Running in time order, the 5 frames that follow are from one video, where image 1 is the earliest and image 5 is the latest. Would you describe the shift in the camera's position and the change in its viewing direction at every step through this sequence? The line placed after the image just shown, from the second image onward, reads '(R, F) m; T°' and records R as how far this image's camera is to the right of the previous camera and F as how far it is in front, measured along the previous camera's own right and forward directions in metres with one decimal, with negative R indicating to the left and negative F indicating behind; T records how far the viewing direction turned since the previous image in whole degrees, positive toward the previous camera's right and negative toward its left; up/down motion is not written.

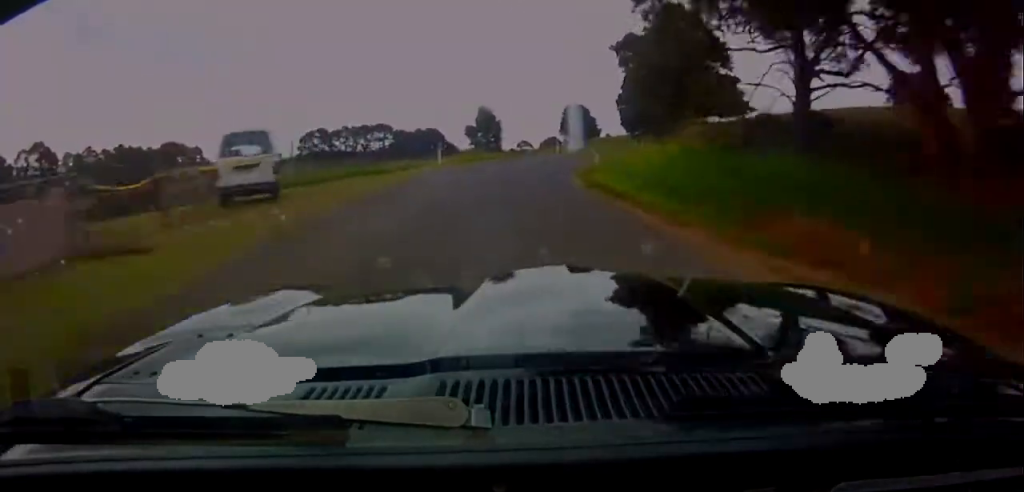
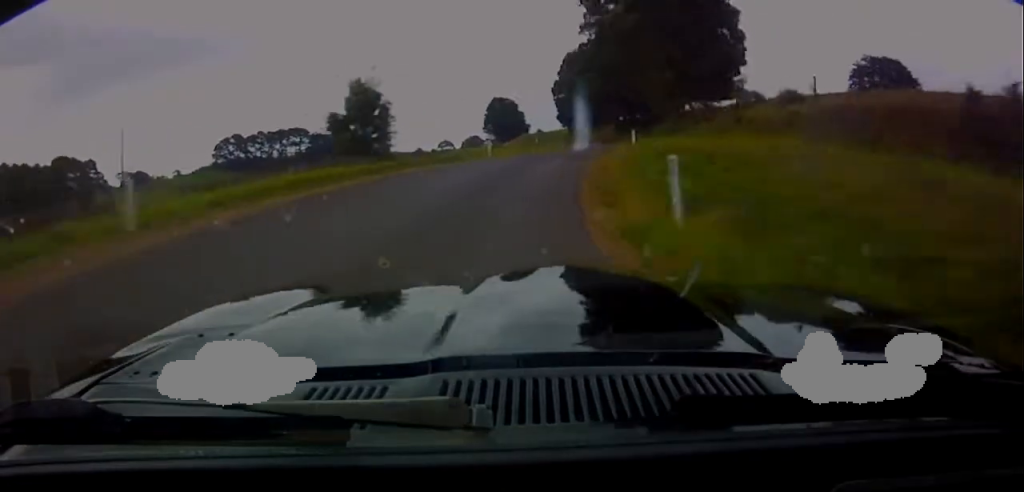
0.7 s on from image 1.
(+0.1, +22.0) m; +3°
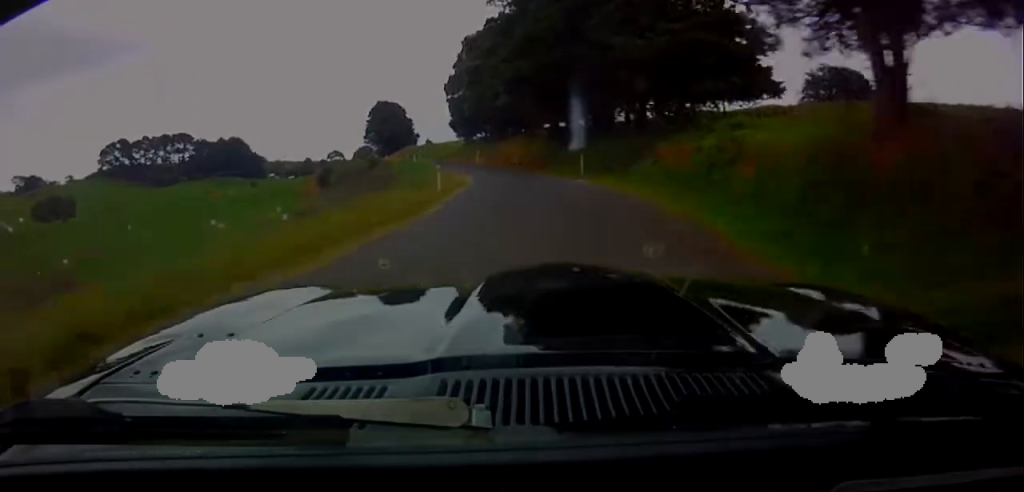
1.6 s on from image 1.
(+1.8, +31.3) m; +3°
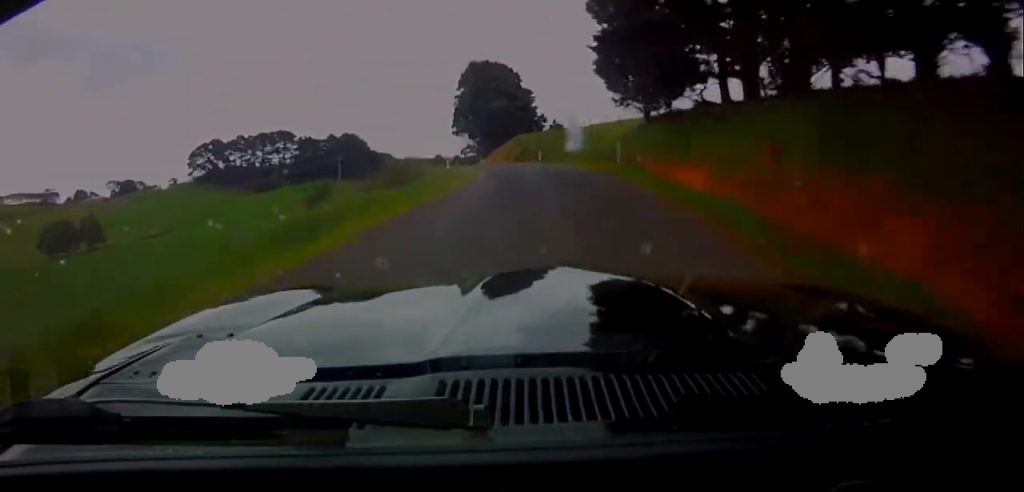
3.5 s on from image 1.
(-1.7, +64.5) m; -6°
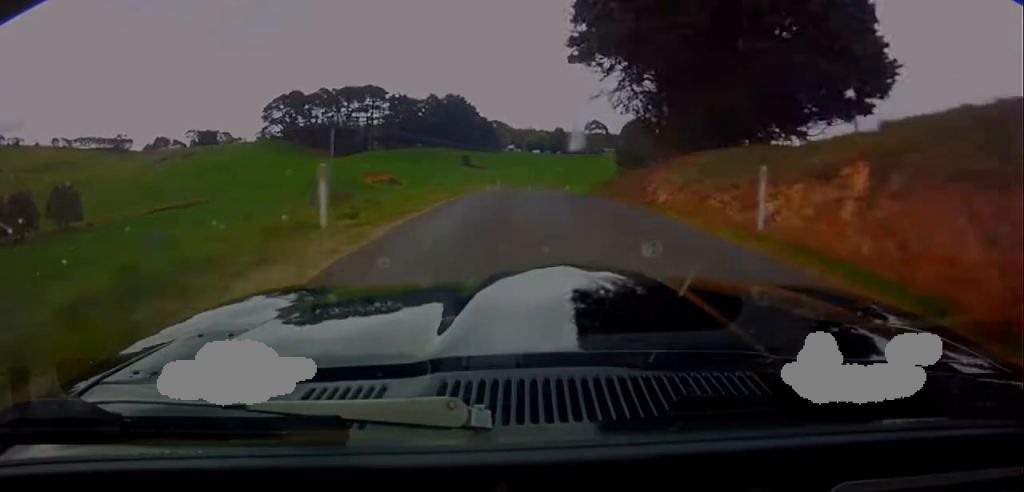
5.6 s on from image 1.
(-8.1, +62.0) m; -13°
